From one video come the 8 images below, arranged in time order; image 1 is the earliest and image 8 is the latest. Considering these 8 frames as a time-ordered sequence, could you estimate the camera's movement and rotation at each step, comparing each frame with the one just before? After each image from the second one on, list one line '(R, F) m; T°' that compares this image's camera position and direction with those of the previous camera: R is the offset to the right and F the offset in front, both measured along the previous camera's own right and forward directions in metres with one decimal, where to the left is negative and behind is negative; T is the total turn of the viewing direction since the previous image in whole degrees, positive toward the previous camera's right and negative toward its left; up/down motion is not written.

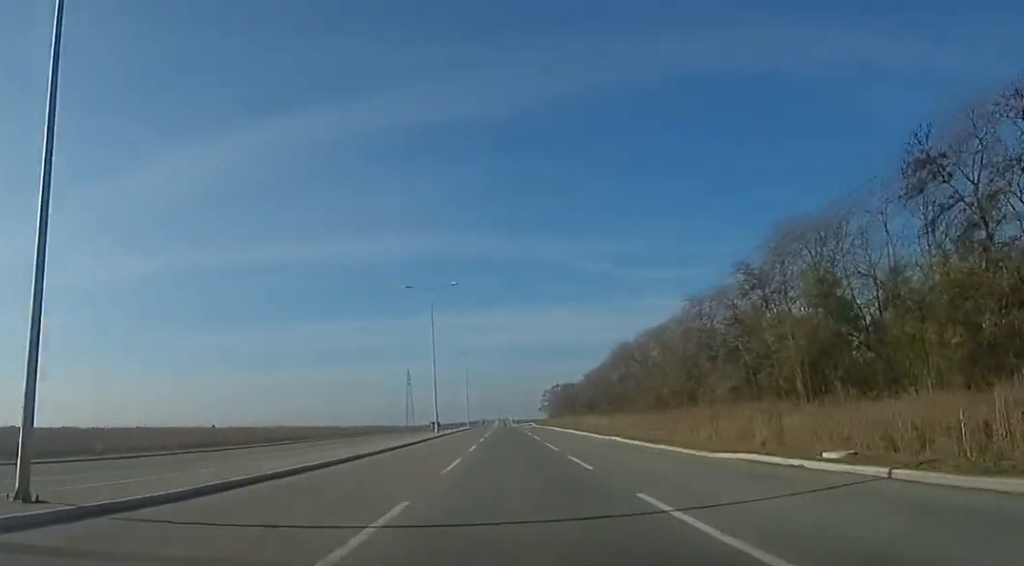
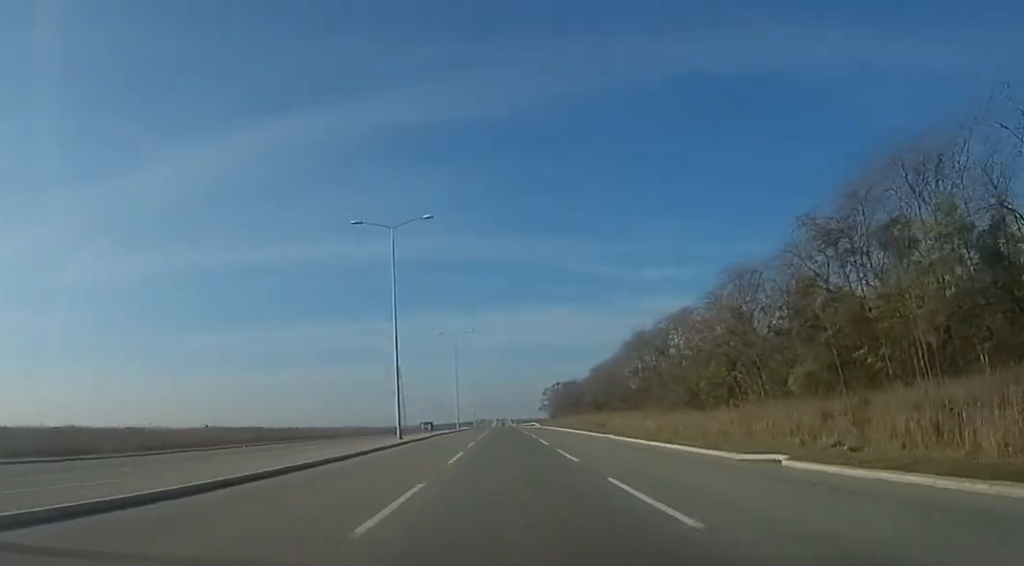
(0.0, +19.6) m; +2°
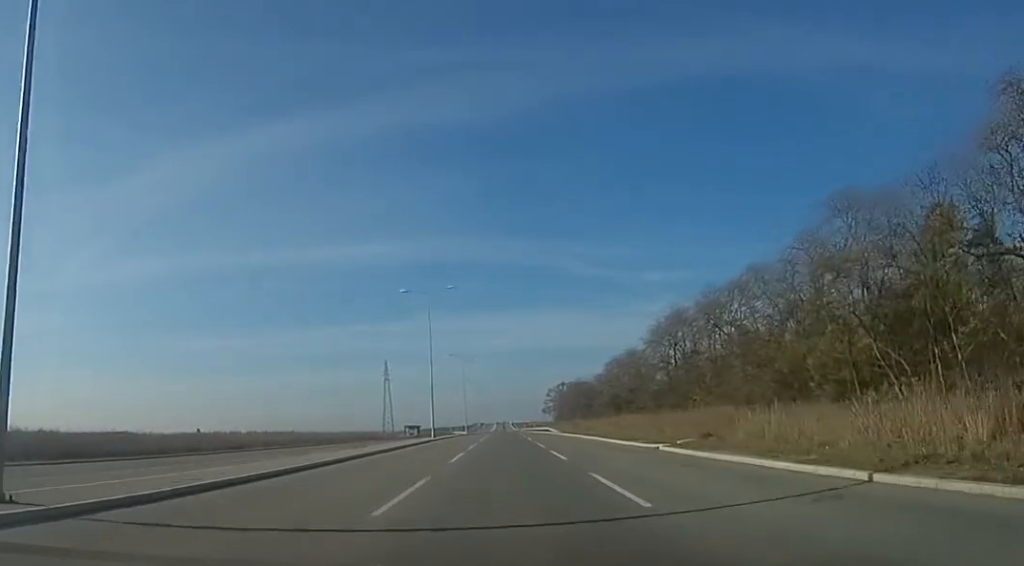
(+0.7, +30.8) m; -1°
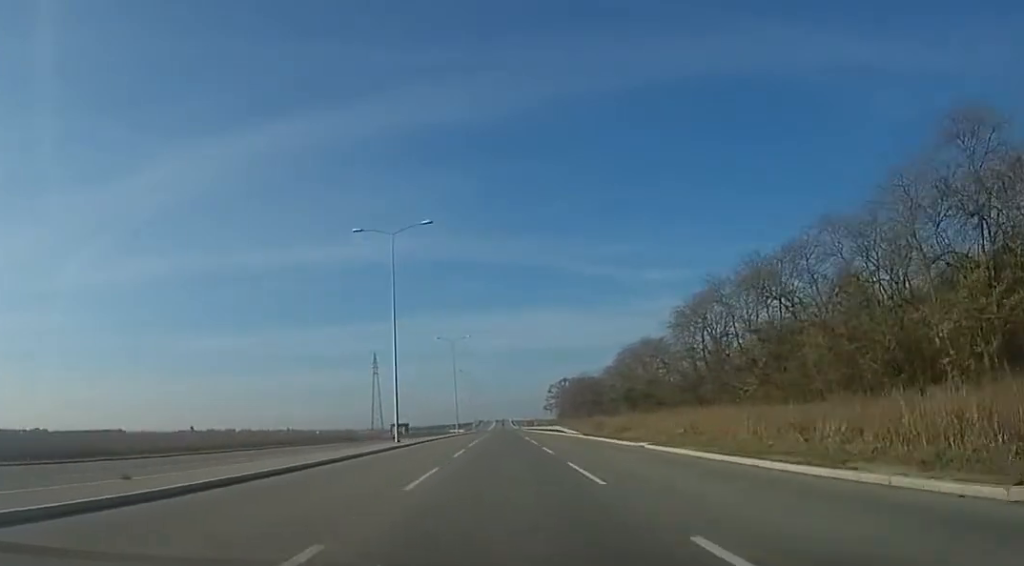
(-0.9, +18.4) m; -3°
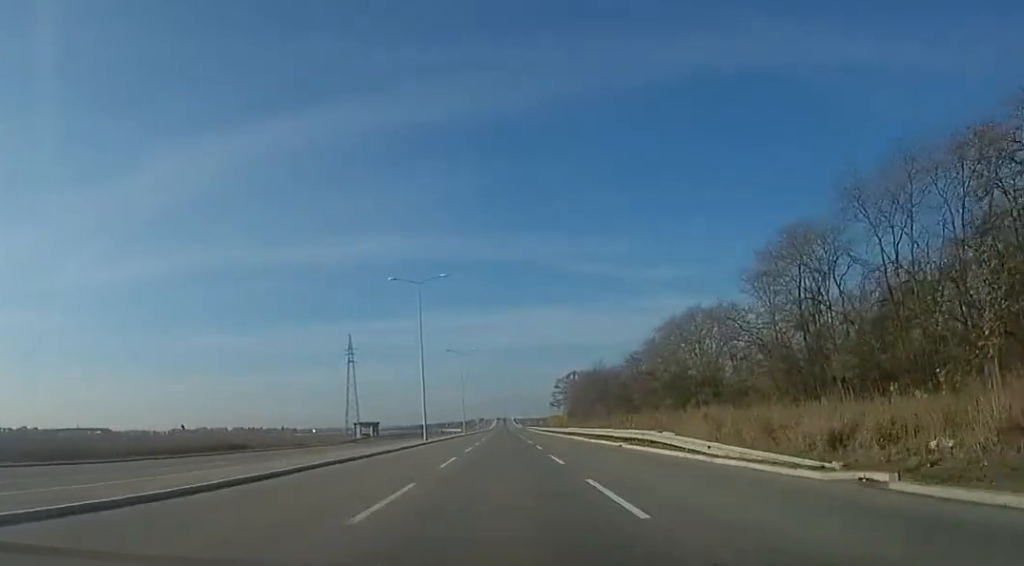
(+0.3, +35.8) m; +2°
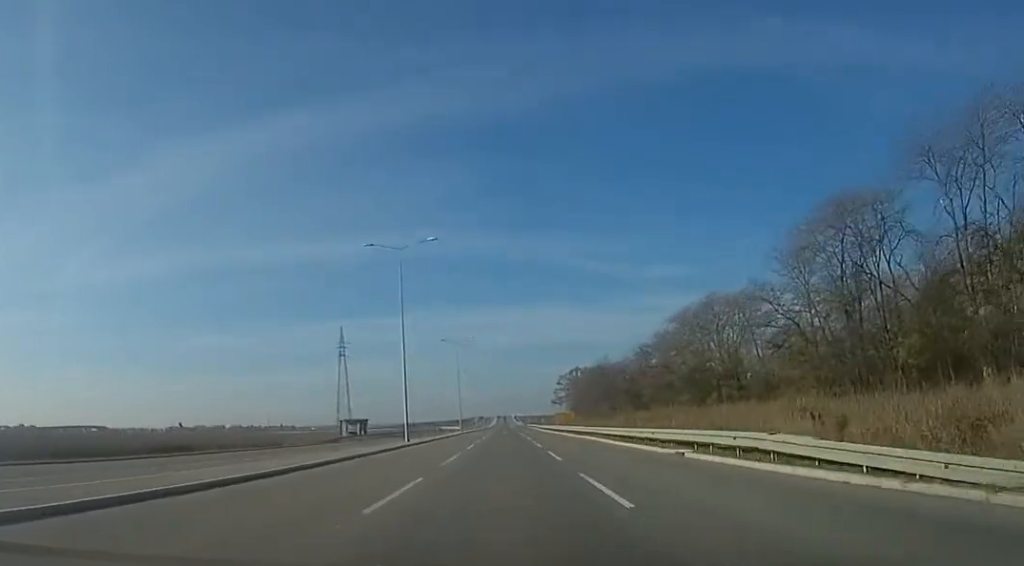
(+0.1, +9.7) m; +1°
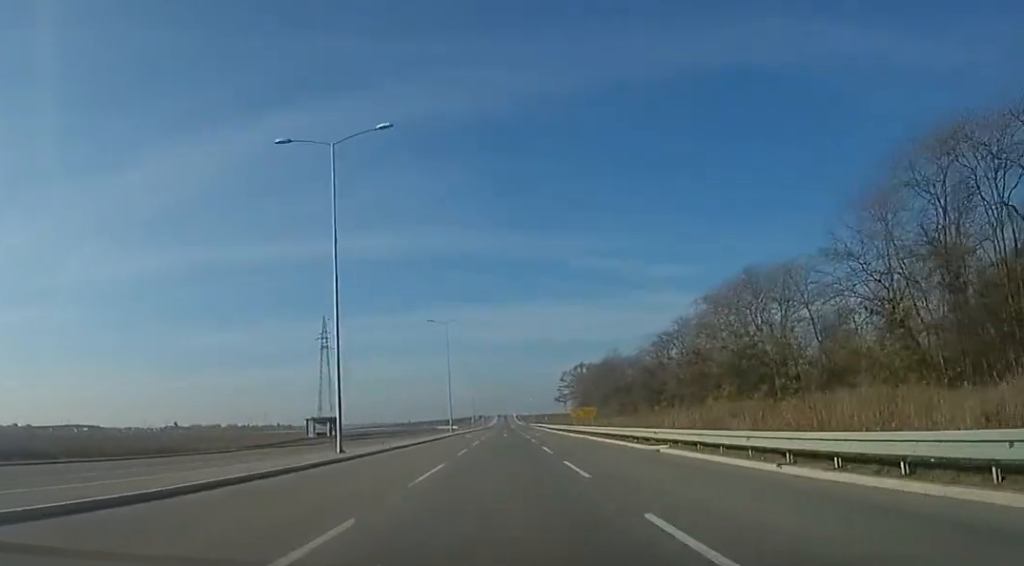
(+0.1, +16.7) m; 0°
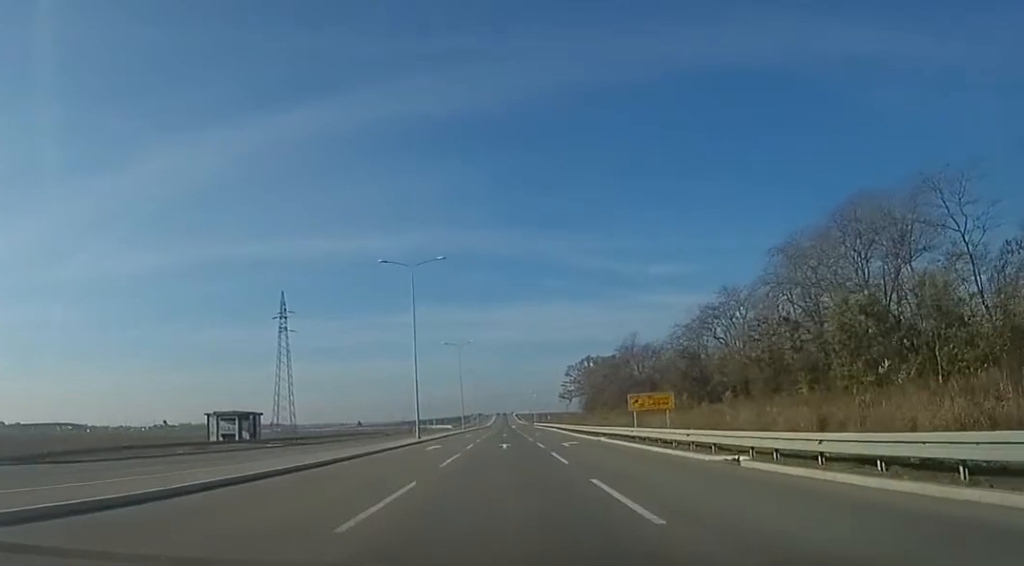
(0.0, +27.3) m; 0°
